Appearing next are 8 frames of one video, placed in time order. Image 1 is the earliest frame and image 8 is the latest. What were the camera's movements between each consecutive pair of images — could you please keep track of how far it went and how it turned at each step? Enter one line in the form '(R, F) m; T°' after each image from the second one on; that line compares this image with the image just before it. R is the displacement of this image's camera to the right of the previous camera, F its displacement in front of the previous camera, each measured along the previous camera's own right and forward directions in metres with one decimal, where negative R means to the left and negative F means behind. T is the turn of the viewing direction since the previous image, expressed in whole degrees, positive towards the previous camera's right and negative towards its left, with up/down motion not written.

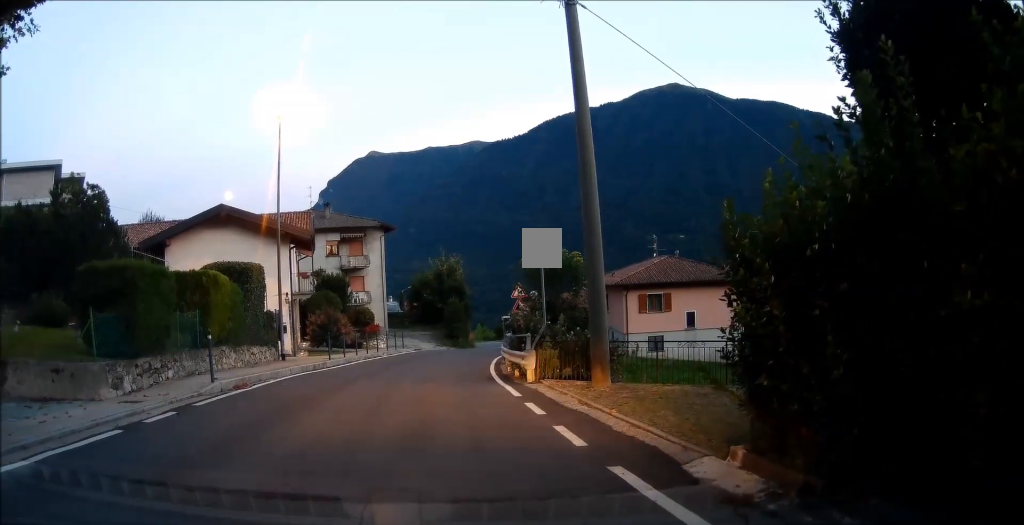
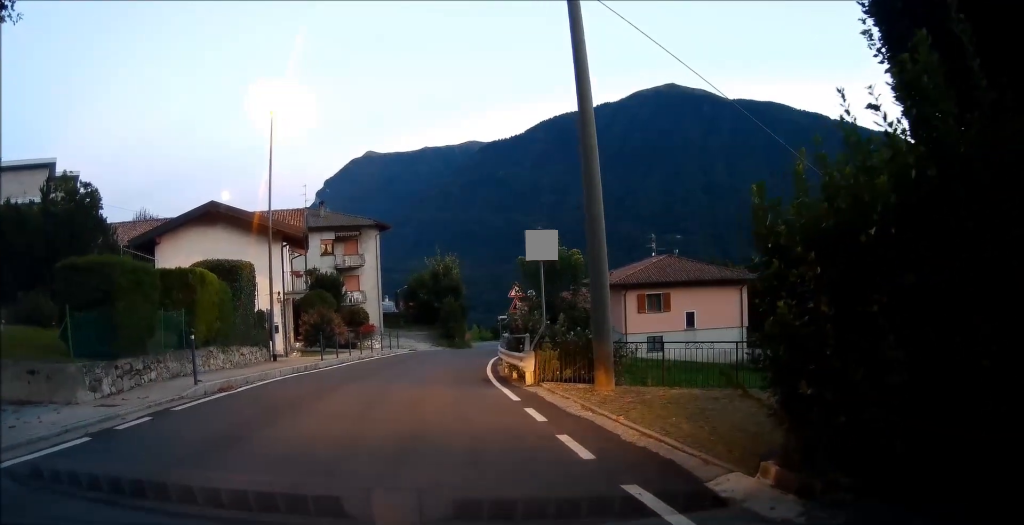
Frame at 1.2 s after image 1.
(+0.1, +1.4) m; +3°
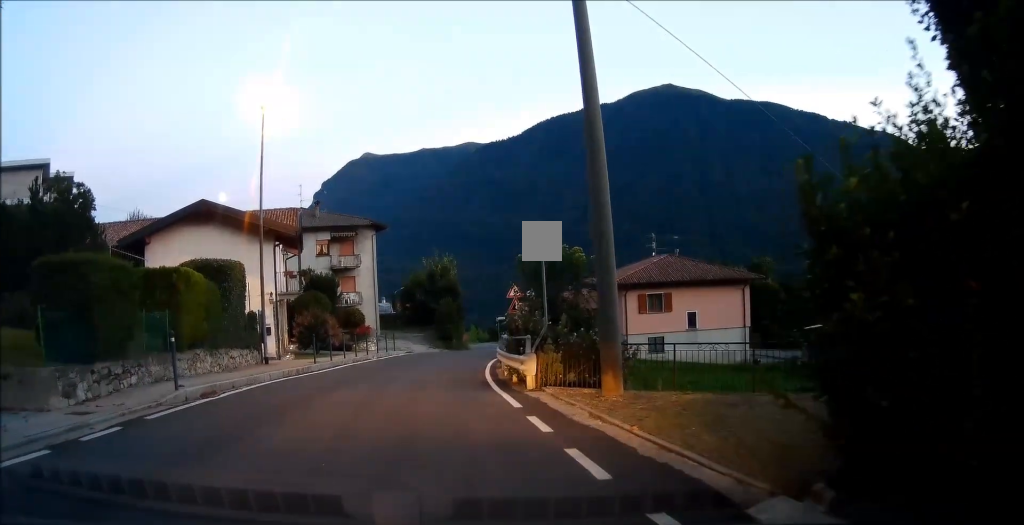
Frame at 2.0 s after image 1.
(+0.1, +1.5) m; +3°
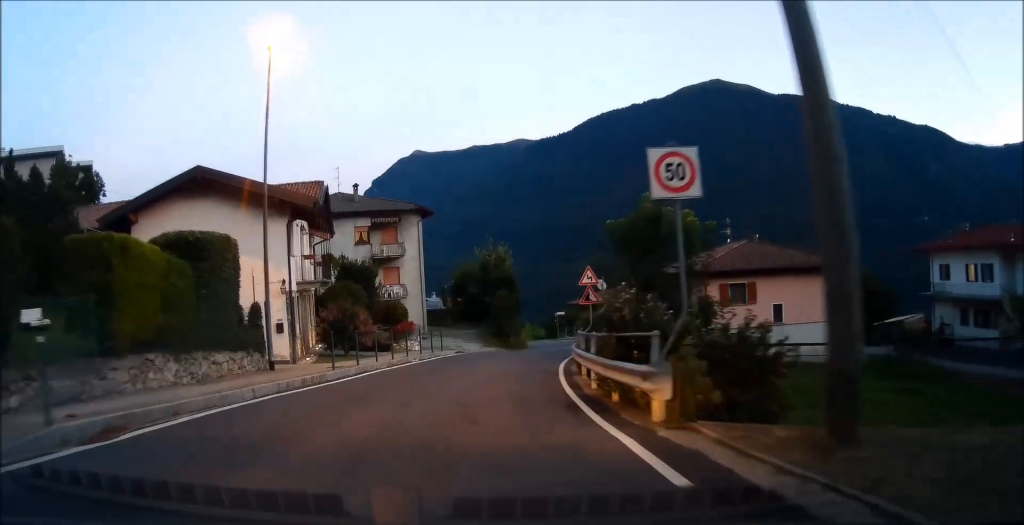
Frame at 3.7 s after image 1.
(0.0, +6.2) m; +1°
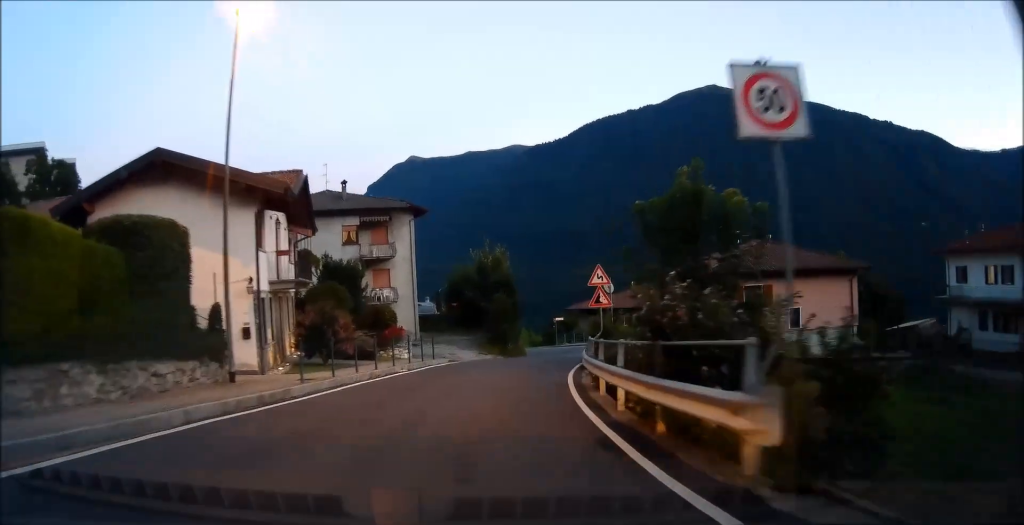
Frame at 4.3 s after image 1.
(0.0, +3.2) m; +1°
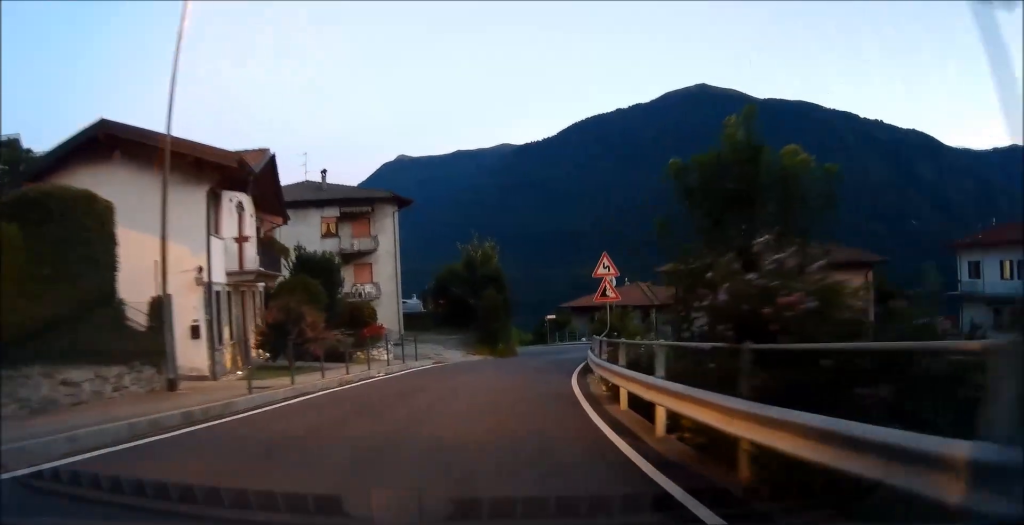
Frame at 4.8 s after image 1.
(-0.1, +3.0) m; +1°
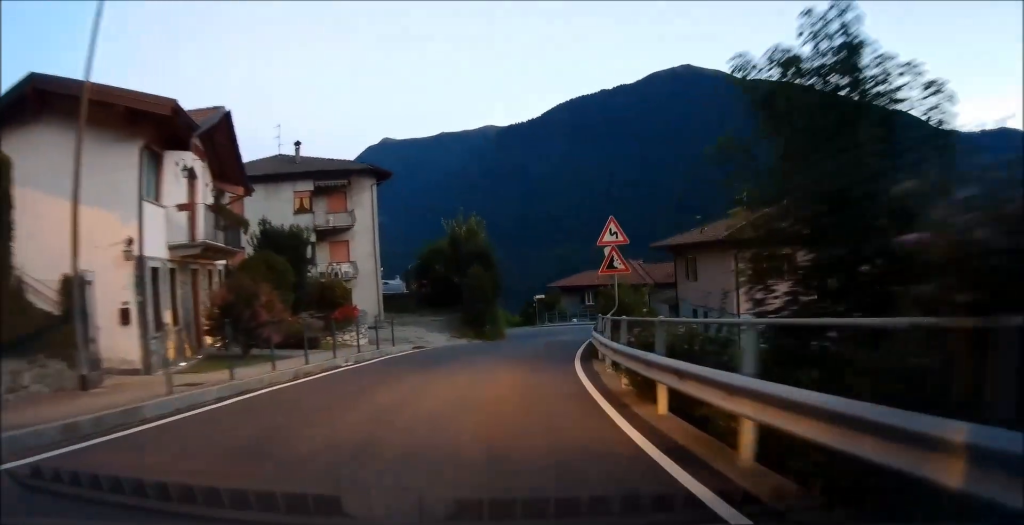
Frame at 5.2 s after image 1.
(+0.1, +3.4) m; +2°
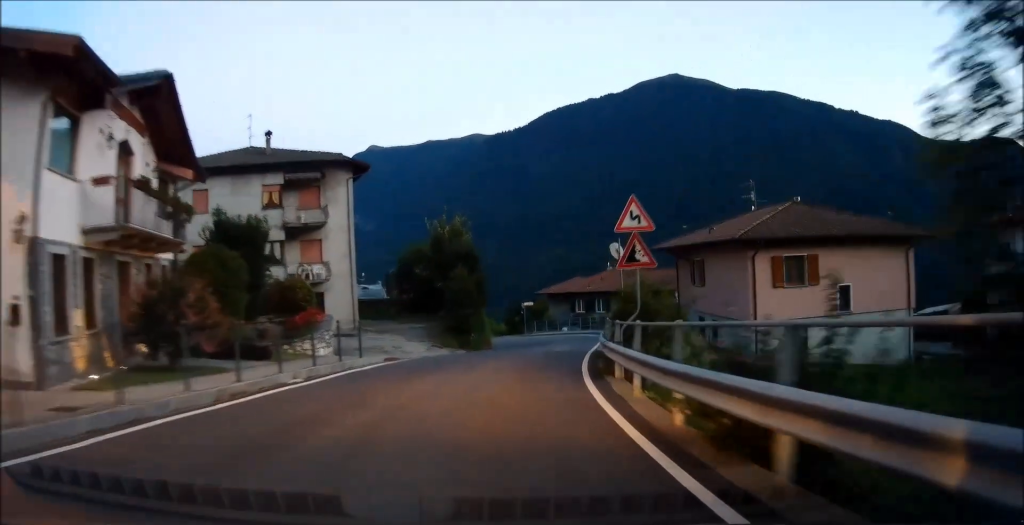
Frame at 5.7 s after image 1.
(0.0, +3.7) m; +2°
